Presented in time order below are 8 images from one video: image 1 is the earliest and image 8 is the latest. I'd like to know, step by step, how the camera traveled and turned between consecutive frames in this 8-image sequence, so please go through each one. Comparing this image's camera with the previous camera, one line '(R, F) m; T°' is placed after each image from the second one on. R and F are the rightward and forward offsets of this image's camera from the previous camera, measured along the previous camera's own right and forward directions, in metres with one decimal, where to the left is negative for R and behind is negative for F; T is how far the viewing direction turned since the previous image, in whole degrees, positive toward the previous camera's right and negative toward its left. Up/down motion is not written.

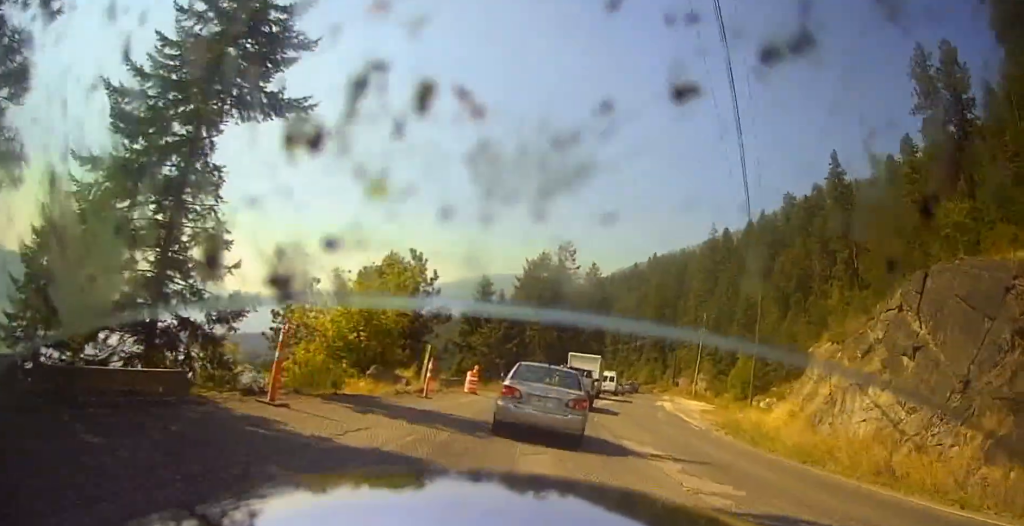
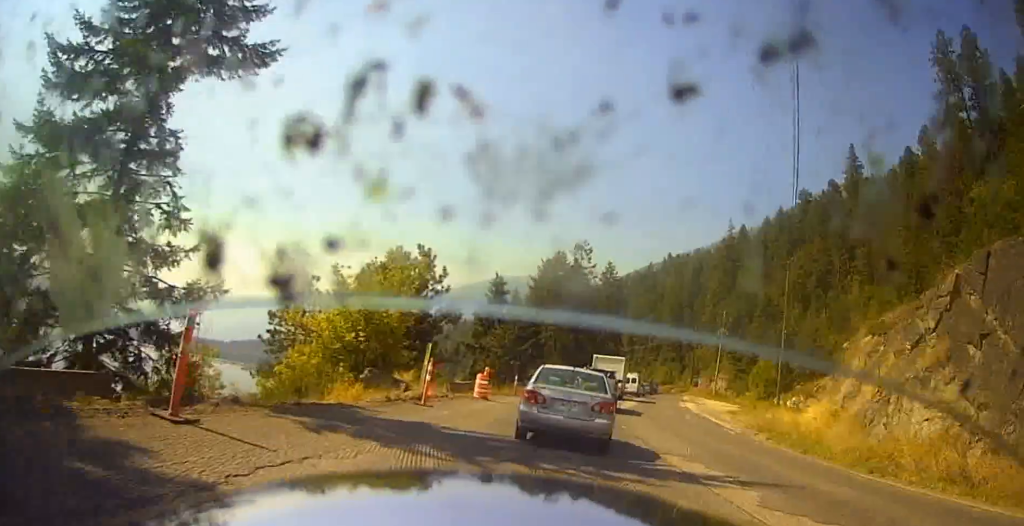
(0.0, +3.2) m; -4°
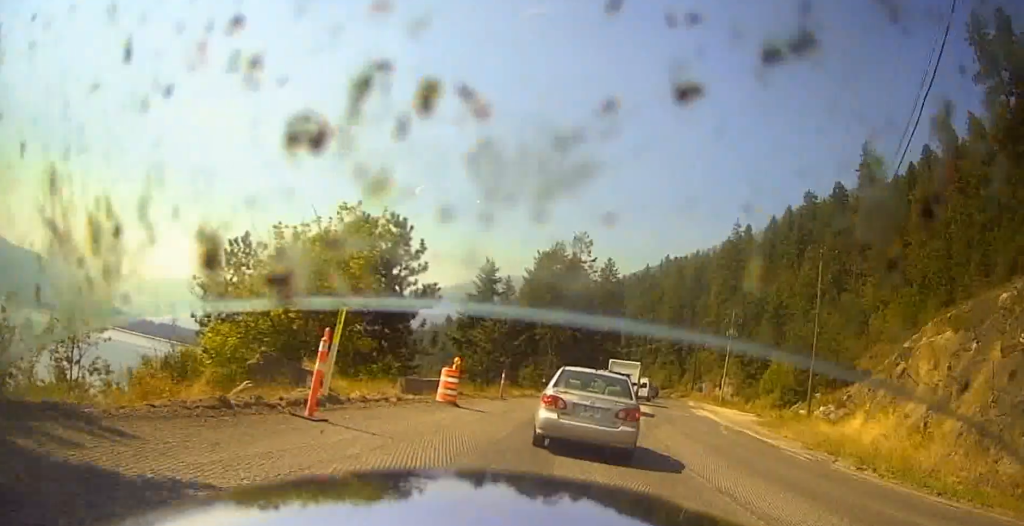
(-0.7, +7.9) m; +3°
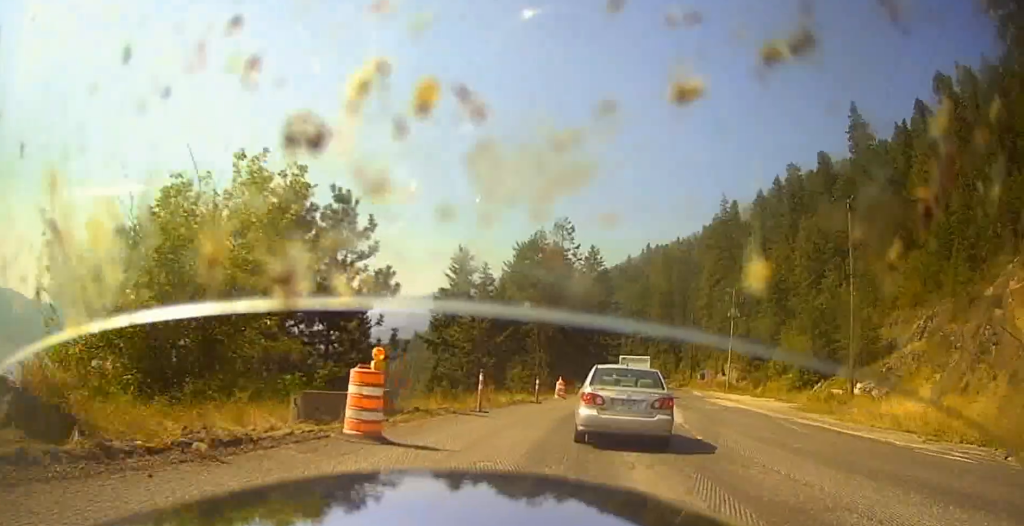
(+0.6, +7.8) m; -1°
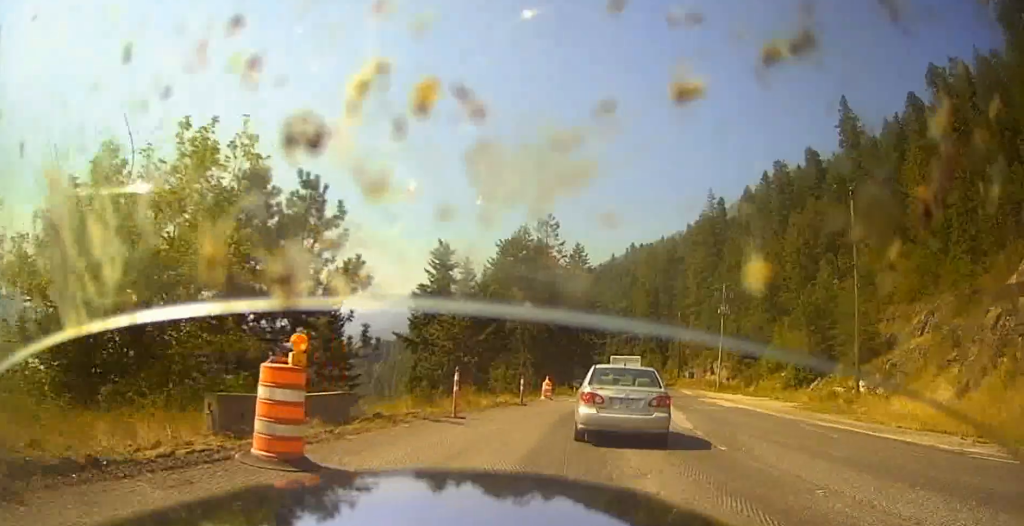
(-0.4, +2.5) m; -2°
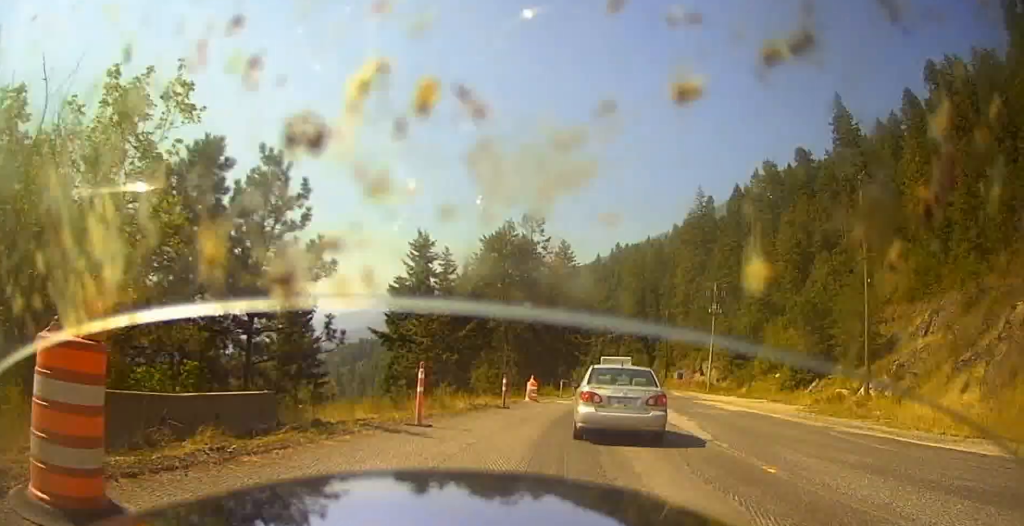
(+0.3, +2.8) m; +3°
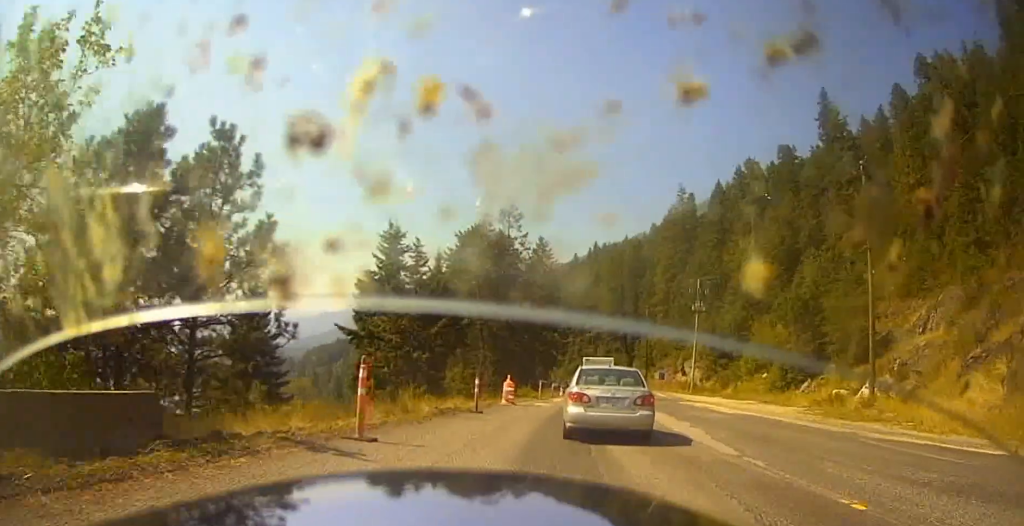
(+0.2, +2.7) m; +2°
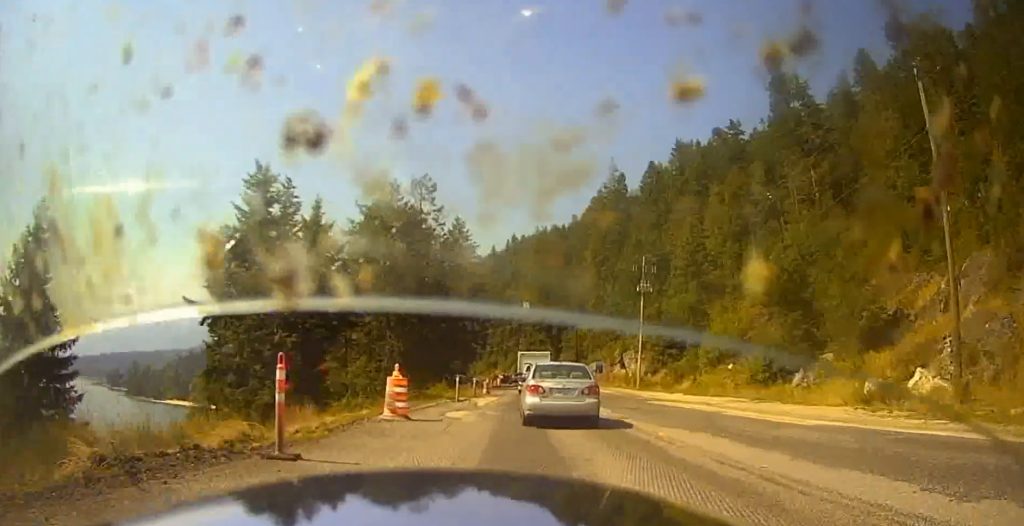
(0.0, +12.1) m; +5°
